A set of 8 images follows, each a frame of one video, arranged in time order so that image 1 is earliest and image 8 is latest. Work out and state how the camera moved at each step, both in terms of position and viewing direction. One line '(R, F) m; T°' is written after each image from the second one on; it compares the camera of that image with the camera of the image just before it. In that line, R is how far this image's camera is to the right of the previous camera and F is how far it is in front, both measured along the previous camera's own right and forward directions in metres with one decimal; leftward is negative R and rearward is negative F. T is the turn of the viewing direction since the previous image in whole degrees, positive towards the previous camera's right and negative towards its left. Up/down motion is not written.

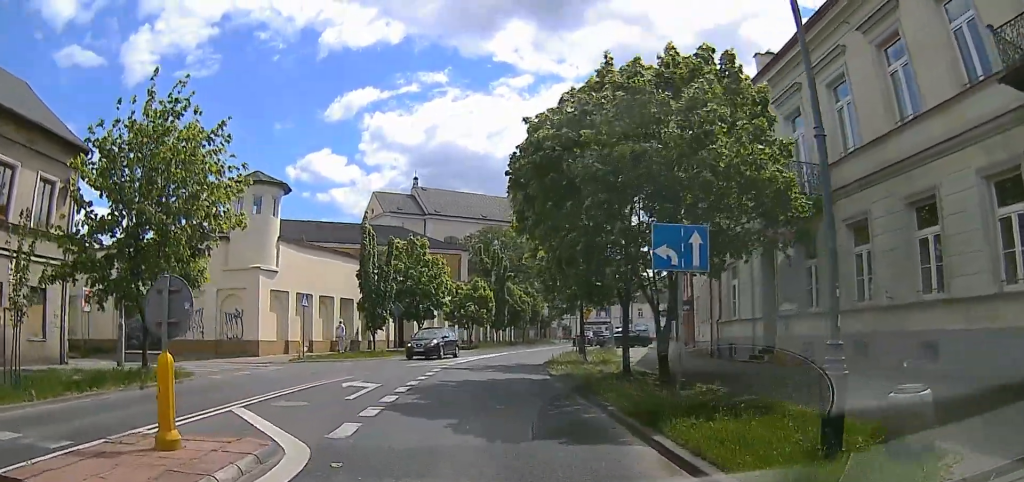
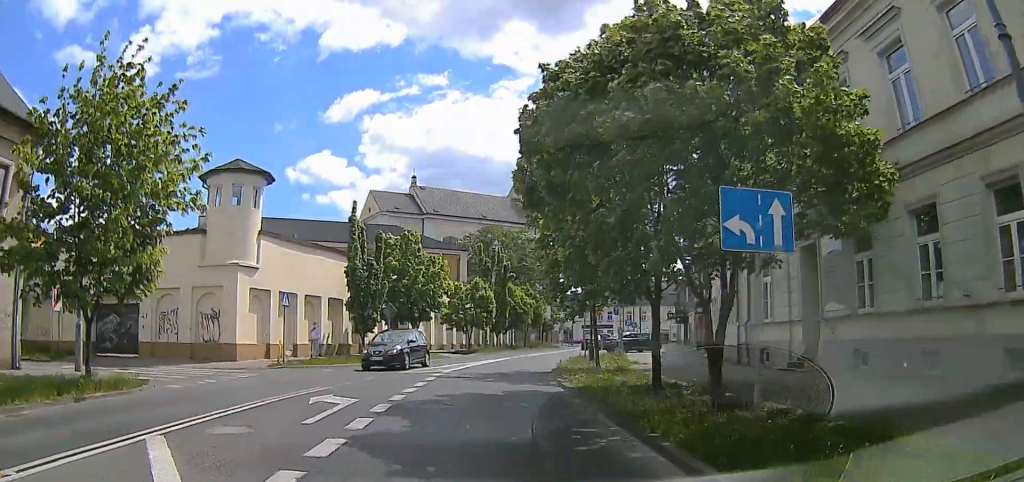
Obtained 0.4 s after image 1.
(-0.1, +2.8) m; -2°
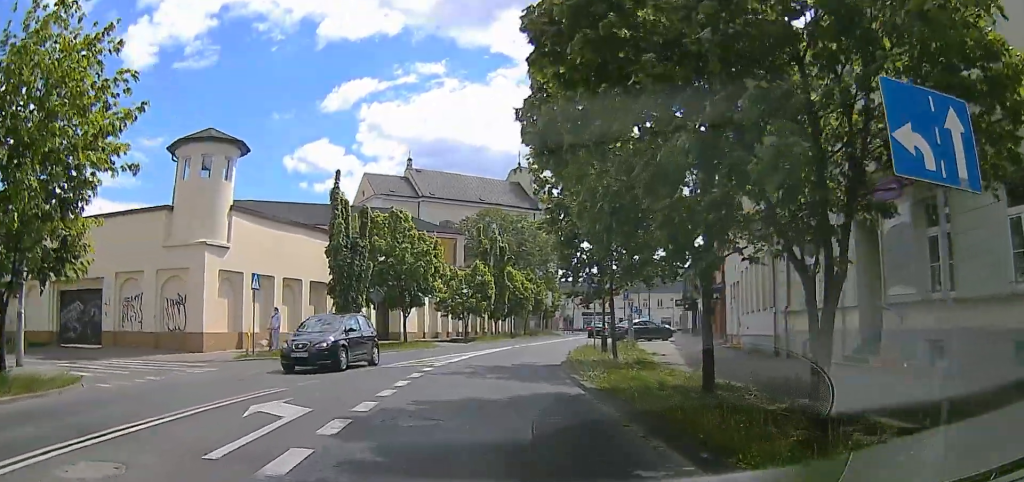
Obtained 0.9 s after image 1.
(0.0, +3.2) m; -1°
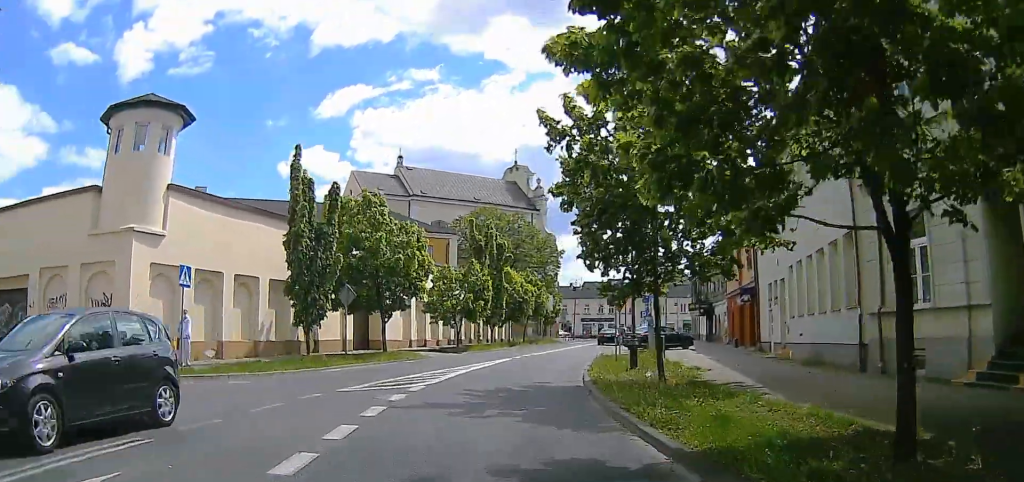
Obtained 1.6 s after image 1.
(0.0, +5.0) m; 0°
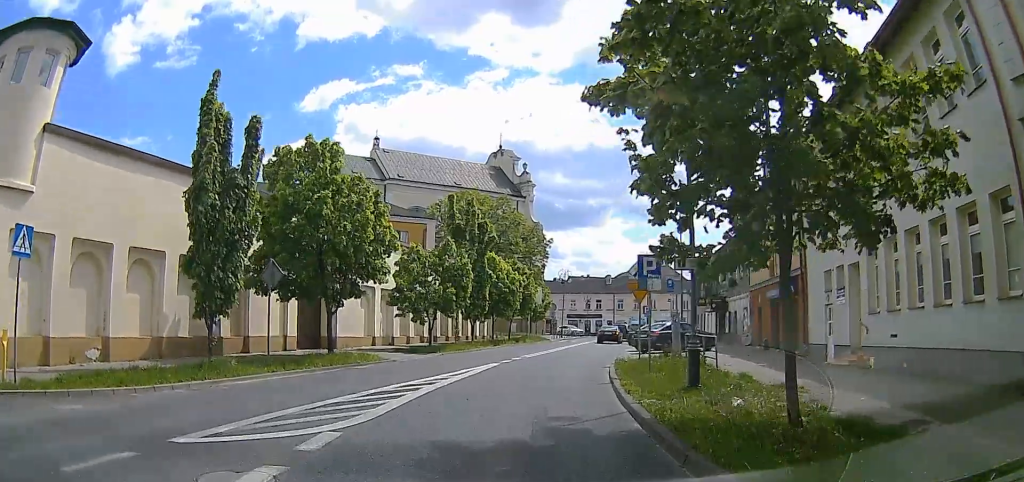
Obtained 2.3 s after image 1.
(-0.3, +6.3) m; +3°
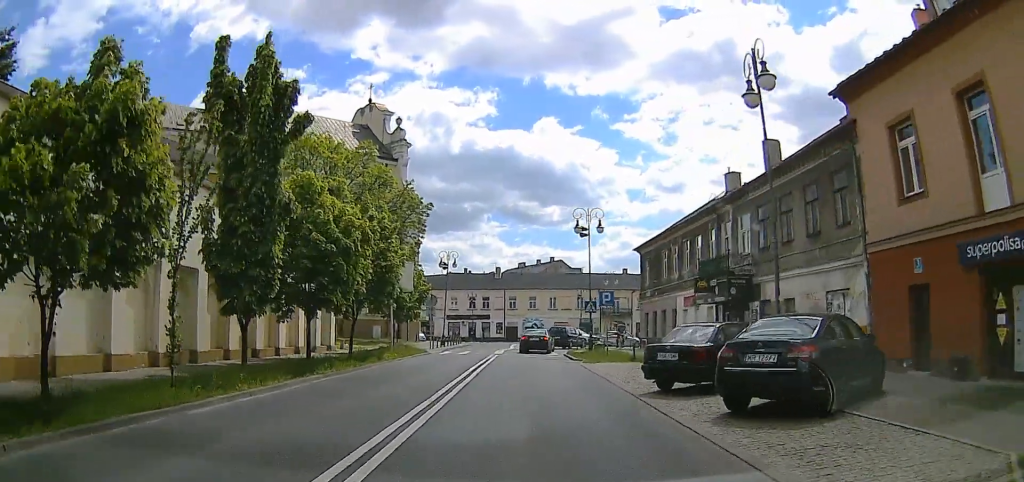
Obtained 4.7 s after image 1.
(+1.6, +22.5) m; +2°
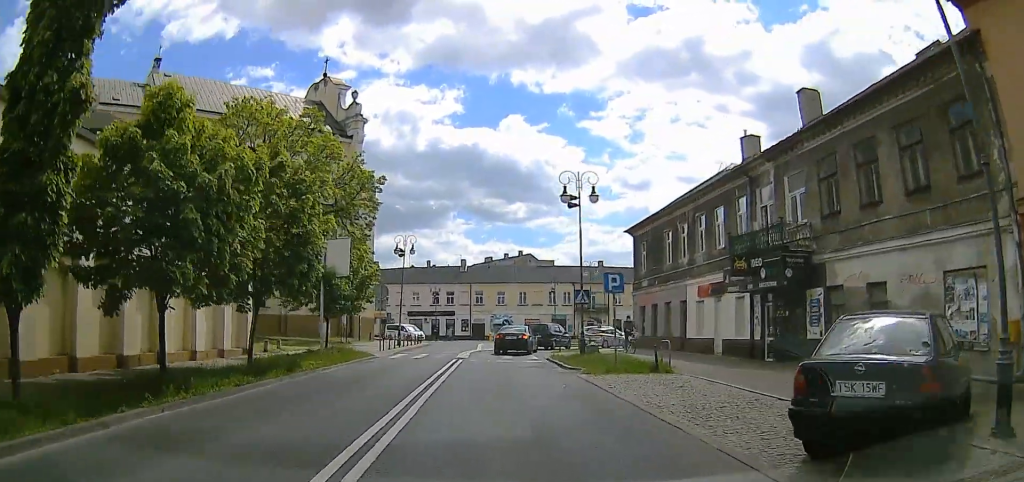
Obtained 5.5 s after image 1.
(-0.5, +7.4) m; +5°
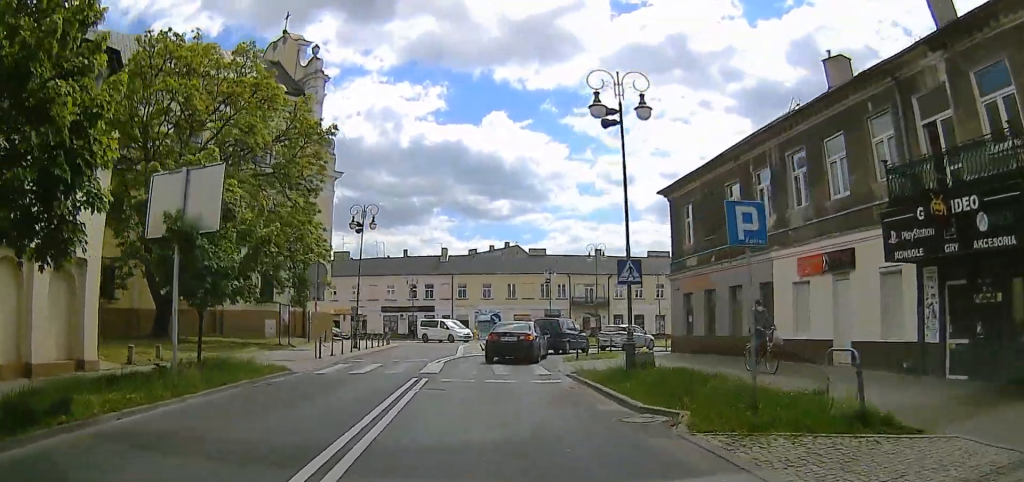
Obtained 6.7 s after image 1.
(+1.8, +9.6) m; +10°
